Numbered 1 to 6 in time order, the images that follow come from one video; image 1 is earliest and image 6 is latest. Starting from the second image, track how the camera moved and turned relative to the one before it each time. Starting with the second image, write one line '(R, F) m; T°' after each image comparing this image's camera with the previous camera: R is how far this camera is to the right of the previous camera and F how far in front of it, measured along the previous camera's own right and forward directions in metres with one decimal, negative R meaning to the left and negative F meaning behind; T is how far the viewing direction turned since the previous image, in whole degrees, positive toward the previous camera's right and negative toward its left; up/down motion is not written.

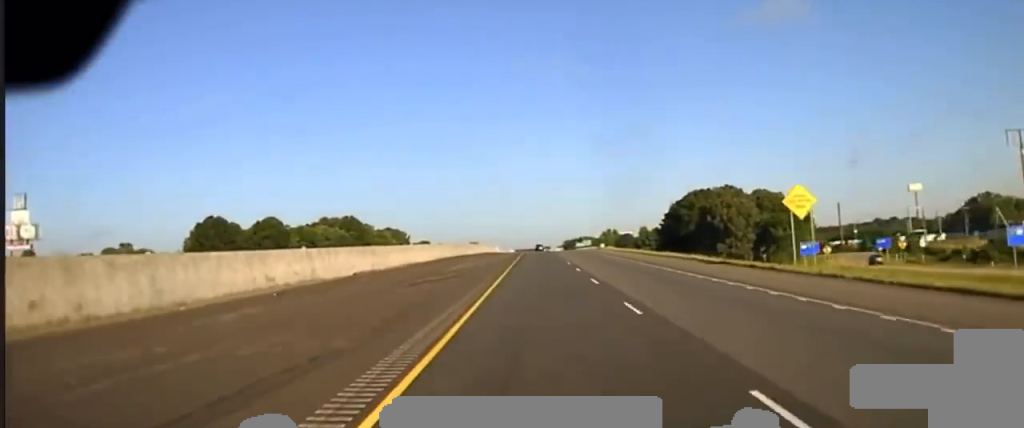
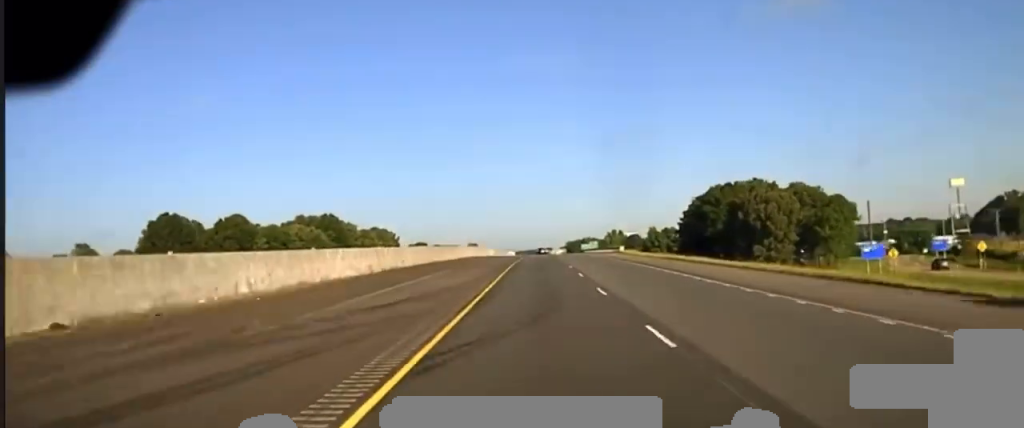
(-0.1, +29.8) m; -1°
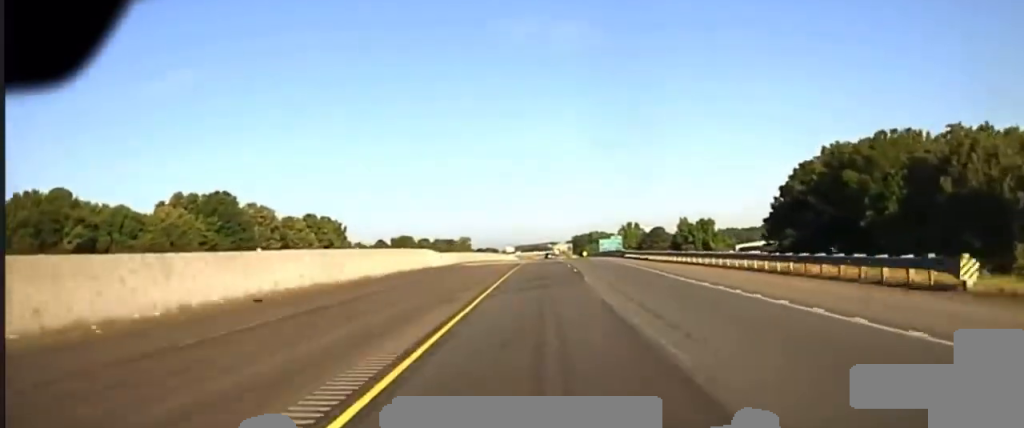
(-0.3, +94.9) m; 0°
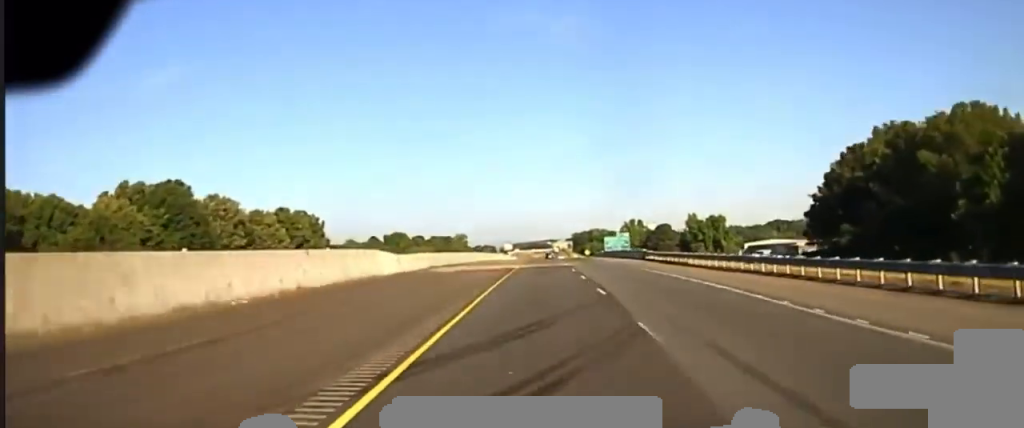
(+0.1, +22.9) m; 0°
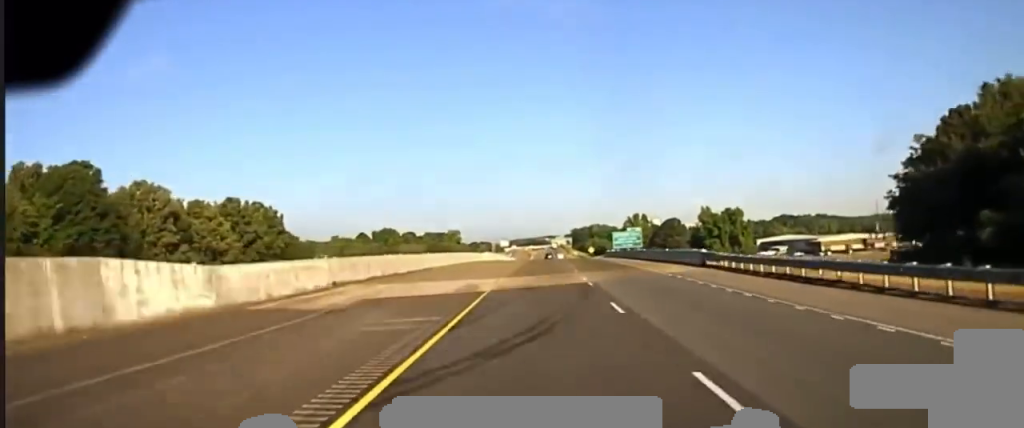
(+0.1, +30.7) m; +1°
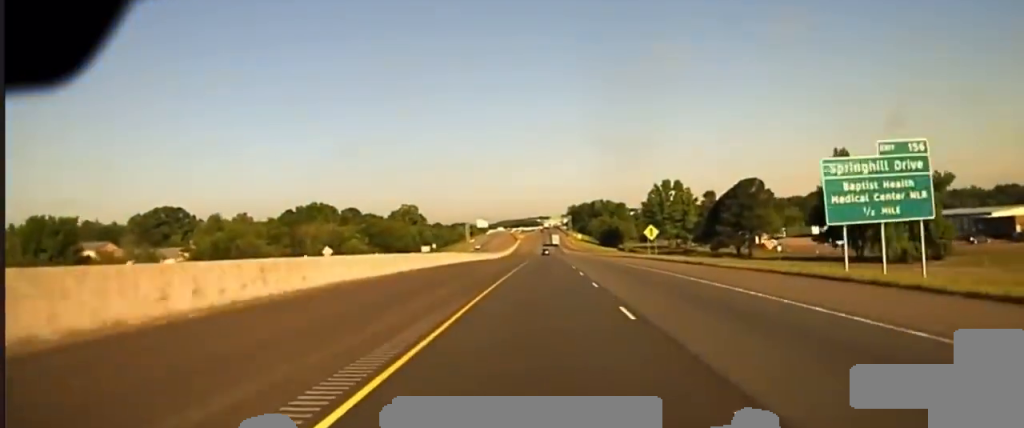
(+1.7, +126.4) m; 0°
